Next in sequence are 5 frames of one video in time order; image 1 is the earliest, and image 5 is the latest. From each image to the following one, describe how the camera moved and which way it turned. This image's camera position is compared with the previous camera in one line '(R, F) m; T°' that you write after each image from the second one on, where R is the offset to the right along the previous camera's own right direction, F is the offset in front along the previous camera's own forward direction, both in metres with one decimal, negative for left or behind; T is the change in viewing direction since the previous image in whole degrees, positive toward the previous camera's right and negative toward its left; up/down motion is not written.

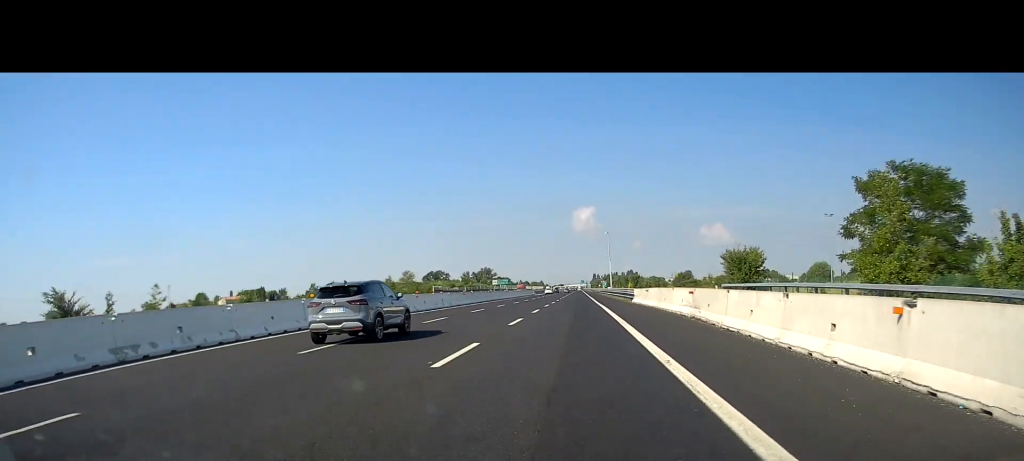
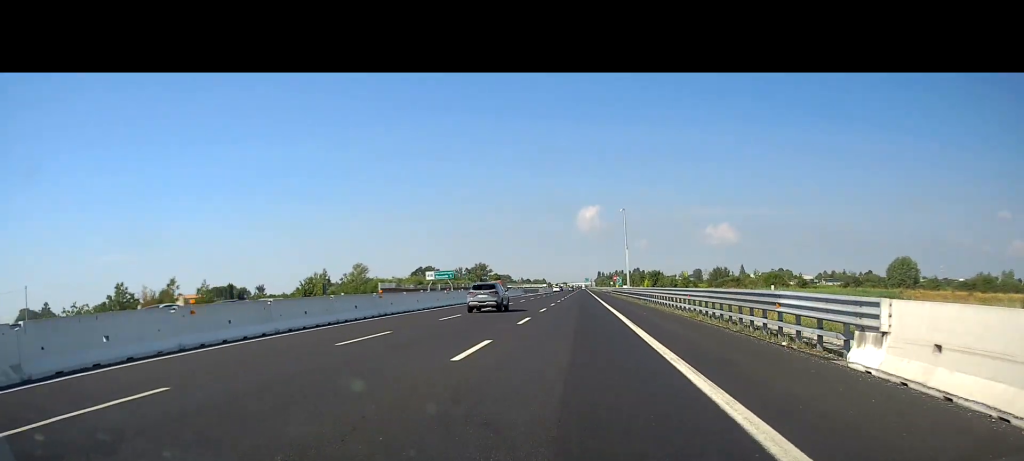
(+0.1, +45.7) m; +1°
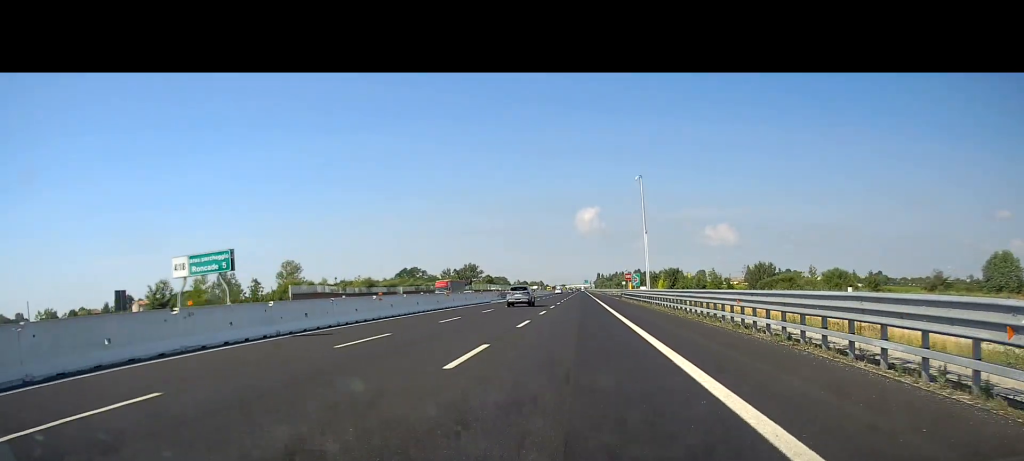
(0.0, +36.0) m; 0°
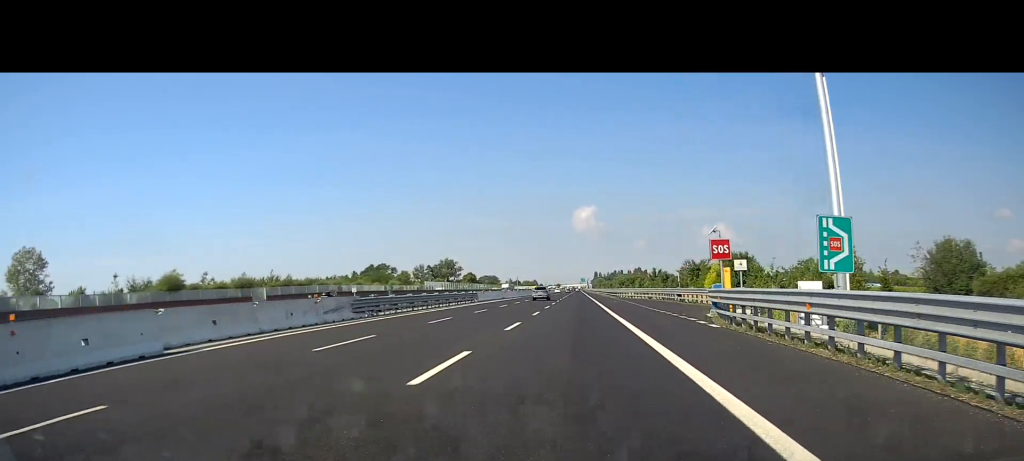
(-0.4, +60.7) m; -1°
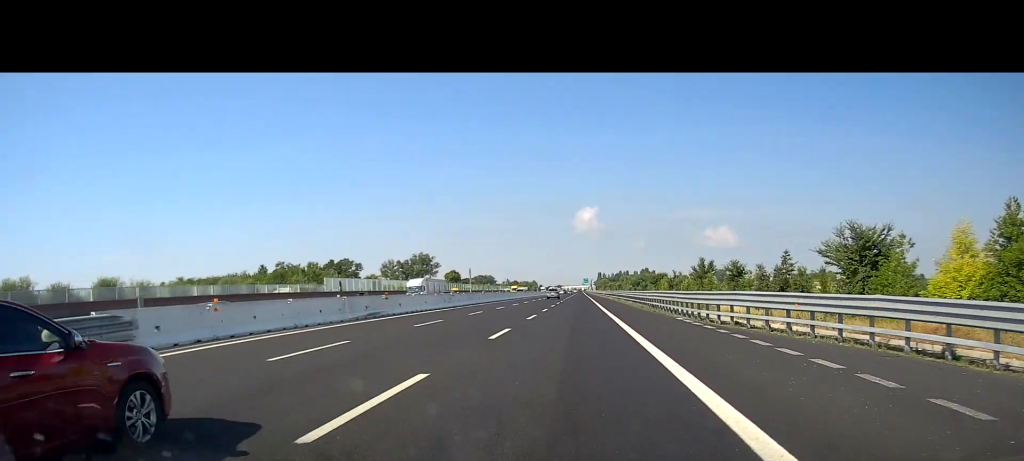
(+0.4, +61.4) m; 0°
